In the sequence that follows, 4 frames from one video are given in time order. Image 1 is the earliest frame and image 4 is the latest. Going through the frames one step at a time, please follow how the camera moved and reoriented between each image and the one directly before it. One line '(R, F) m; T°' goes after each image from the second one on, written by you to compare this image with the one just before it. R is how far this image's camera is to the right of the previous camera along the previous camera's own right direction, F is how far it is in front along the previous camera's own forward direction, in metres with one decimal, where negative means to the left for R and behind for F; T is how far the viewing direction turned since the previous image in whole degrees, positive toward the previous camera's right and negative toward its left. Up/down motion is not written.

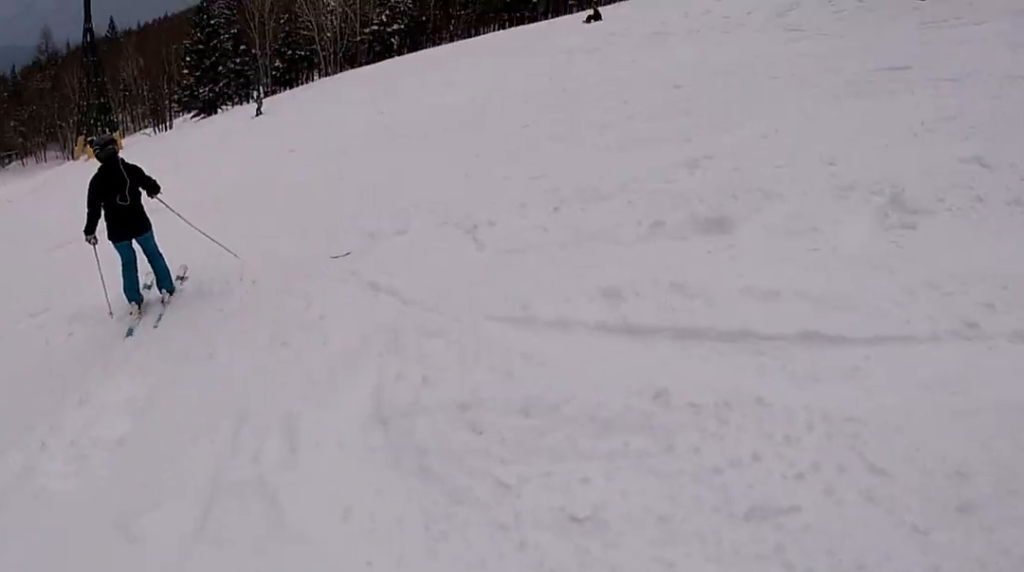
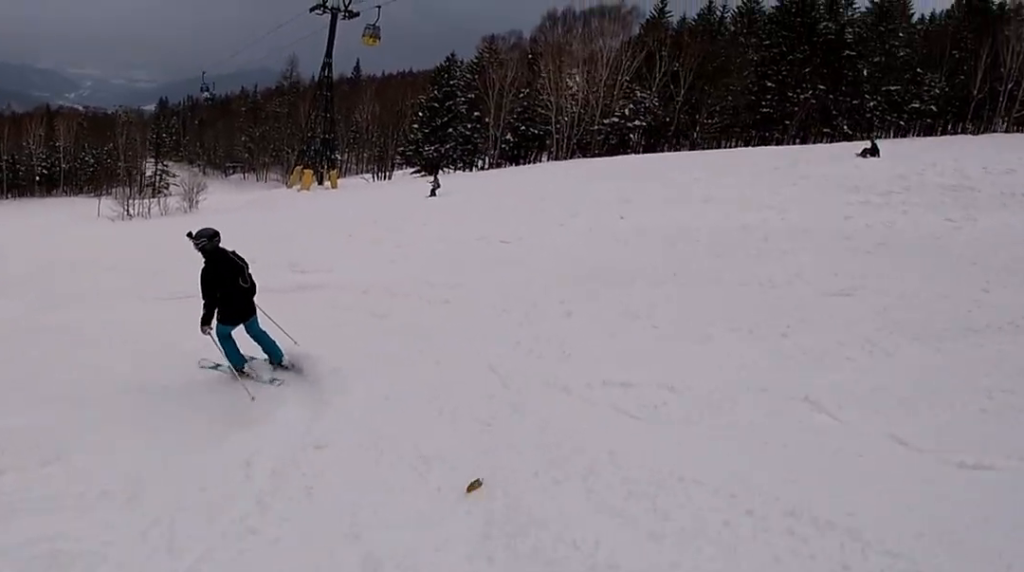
(-0.4, +4.2) m; -18°
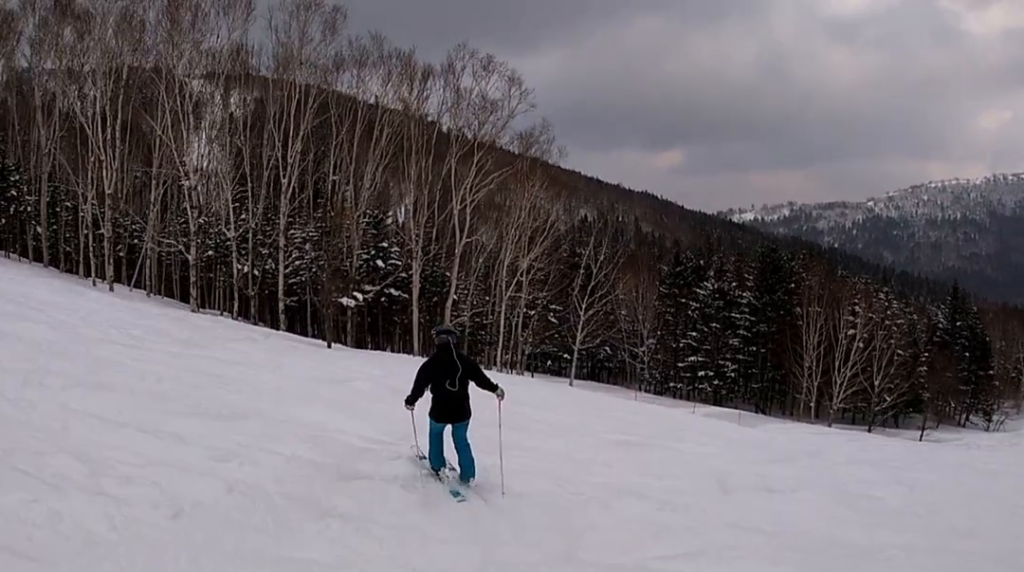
(-14.1, +4.4) m; -111°
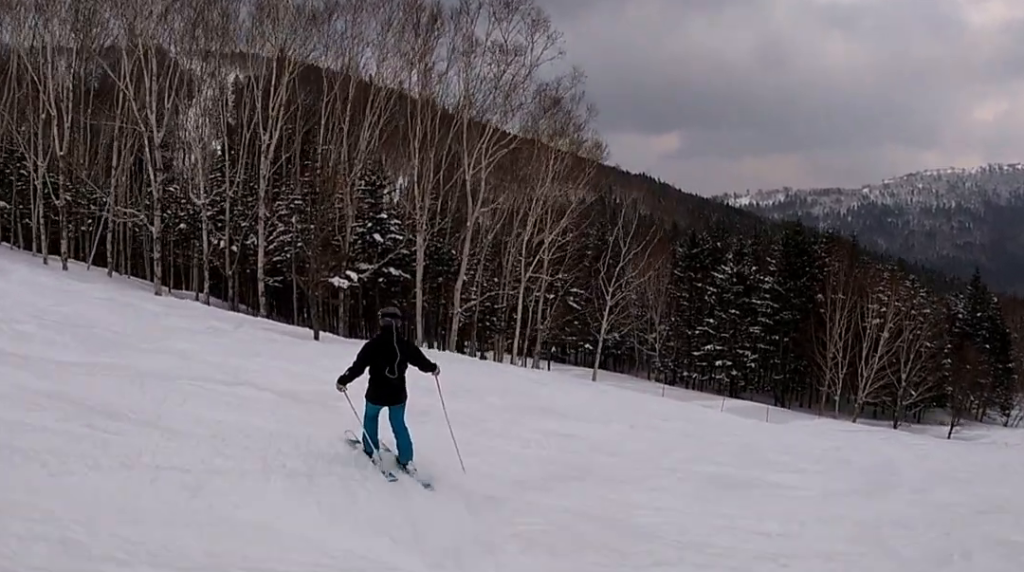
(-0.1, +3.8) m; -1°
